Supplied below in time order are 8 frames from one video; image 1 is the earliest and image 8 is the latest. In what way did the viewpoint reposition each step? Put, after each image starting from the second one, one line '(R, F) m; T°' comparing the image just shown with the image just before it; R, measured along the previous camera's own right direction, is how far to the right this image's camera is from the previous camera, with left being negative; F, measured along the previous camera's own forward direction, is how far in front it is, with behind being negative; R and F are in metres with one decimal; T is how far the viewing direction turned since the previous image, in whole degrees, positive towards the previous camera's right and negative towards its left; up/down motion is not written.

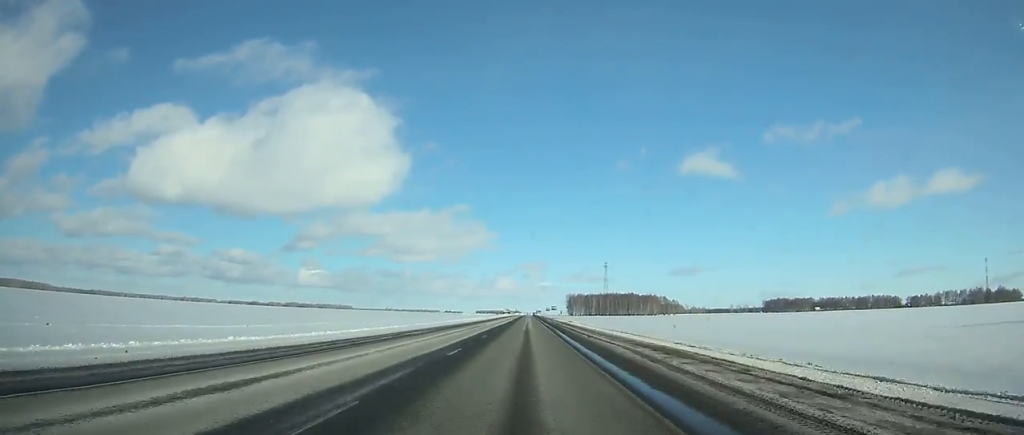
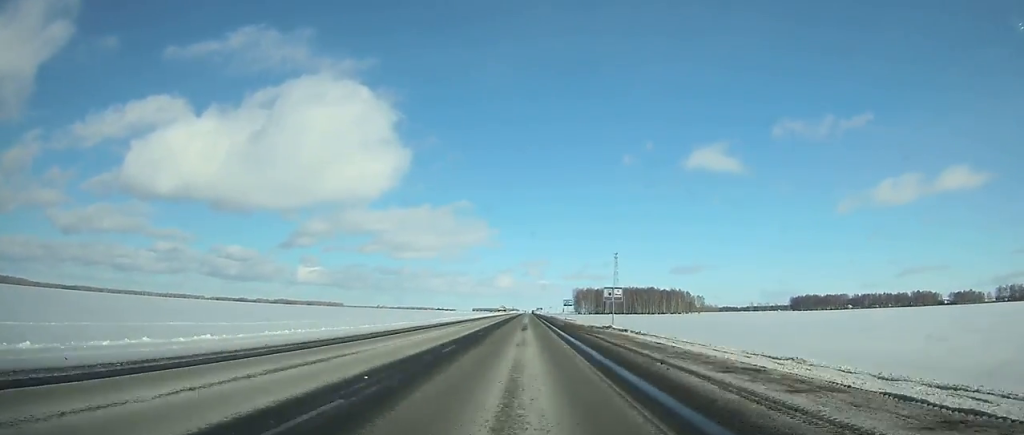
(-0.1, +105.9) m; 0°
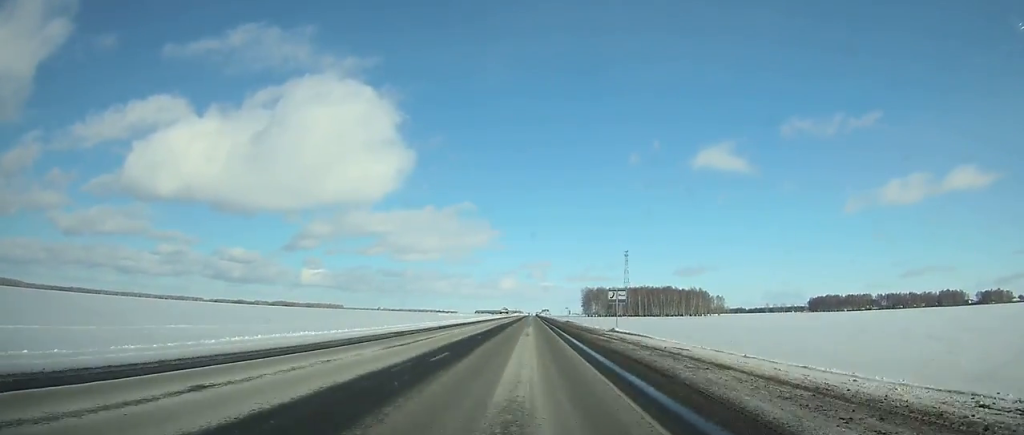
(-0.2, +51.2) m; 0°
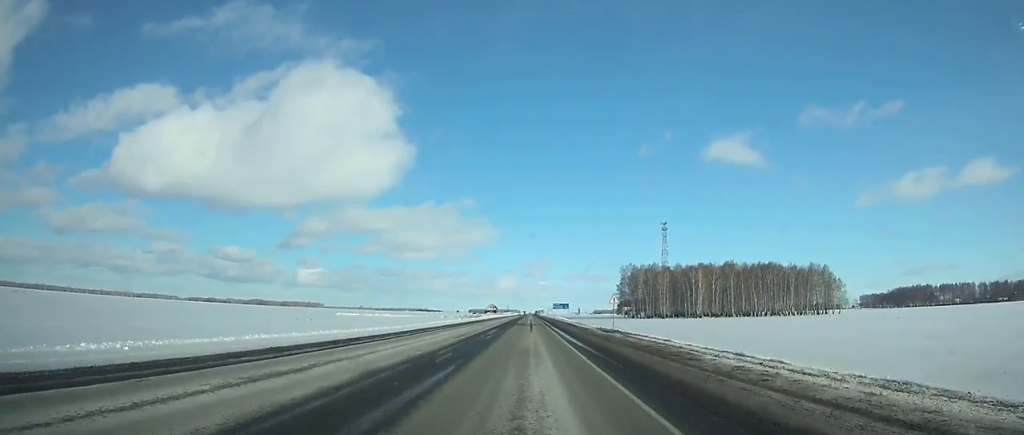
(+0.6, +205.3) m; 0°
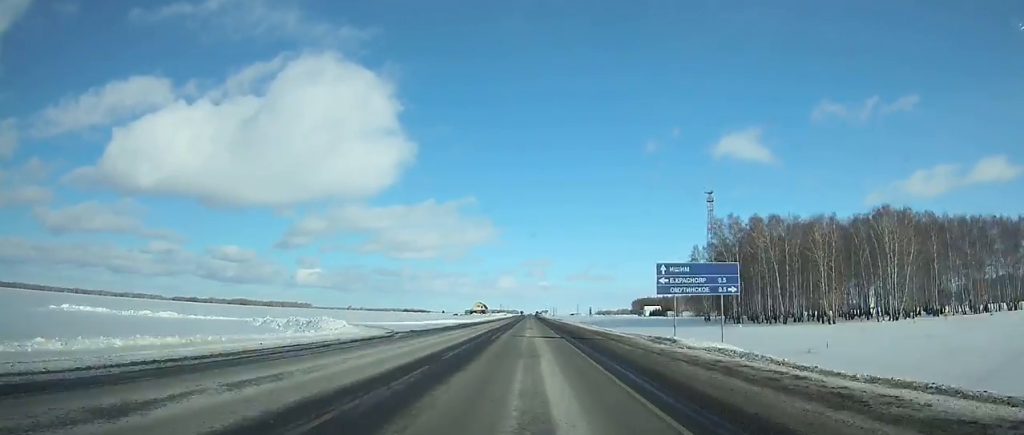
(-0.1, +123.0) m; 0°
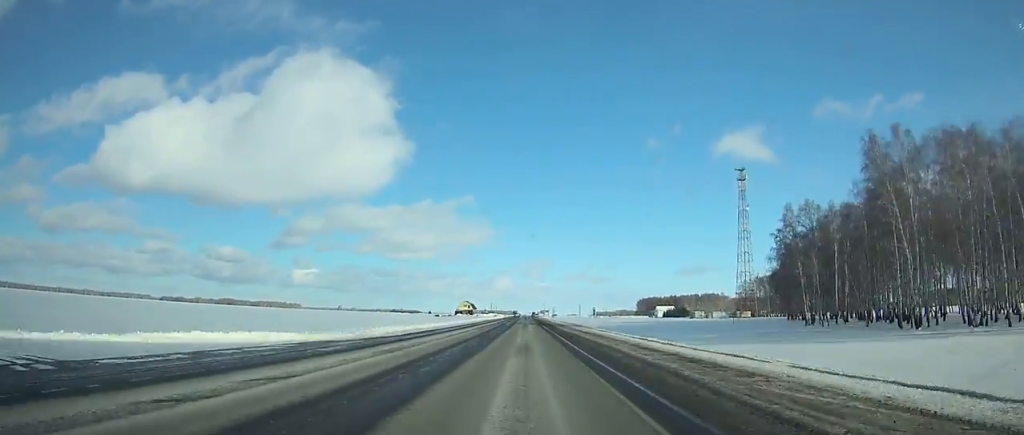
(0.0, +60.9) m; 0°
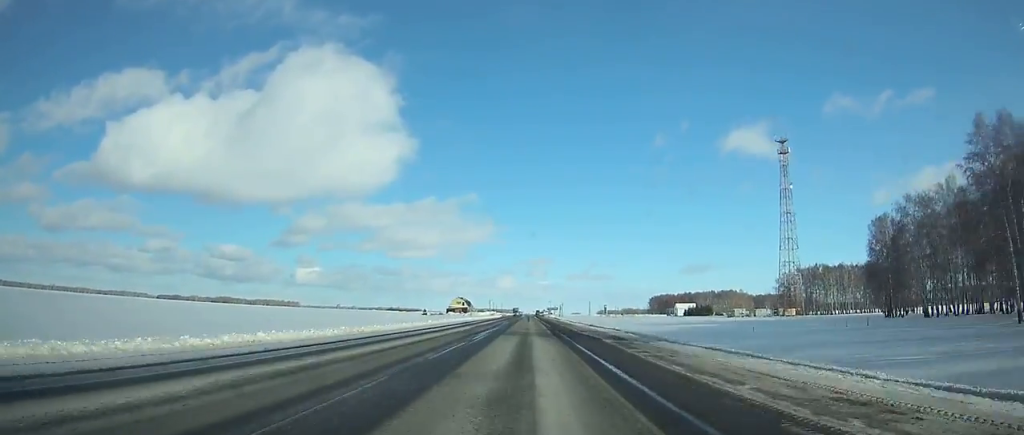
(+0.1, +45.7) m; 0°
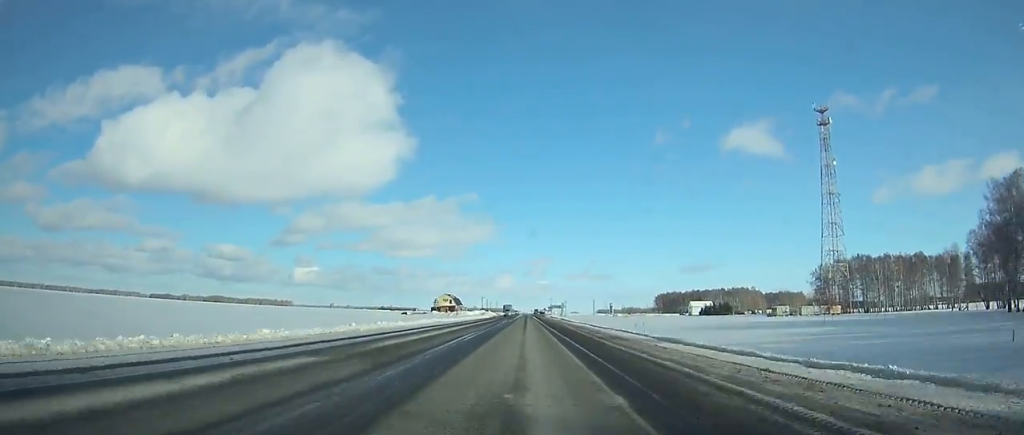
(+0.1, +39.9) m; 0°
